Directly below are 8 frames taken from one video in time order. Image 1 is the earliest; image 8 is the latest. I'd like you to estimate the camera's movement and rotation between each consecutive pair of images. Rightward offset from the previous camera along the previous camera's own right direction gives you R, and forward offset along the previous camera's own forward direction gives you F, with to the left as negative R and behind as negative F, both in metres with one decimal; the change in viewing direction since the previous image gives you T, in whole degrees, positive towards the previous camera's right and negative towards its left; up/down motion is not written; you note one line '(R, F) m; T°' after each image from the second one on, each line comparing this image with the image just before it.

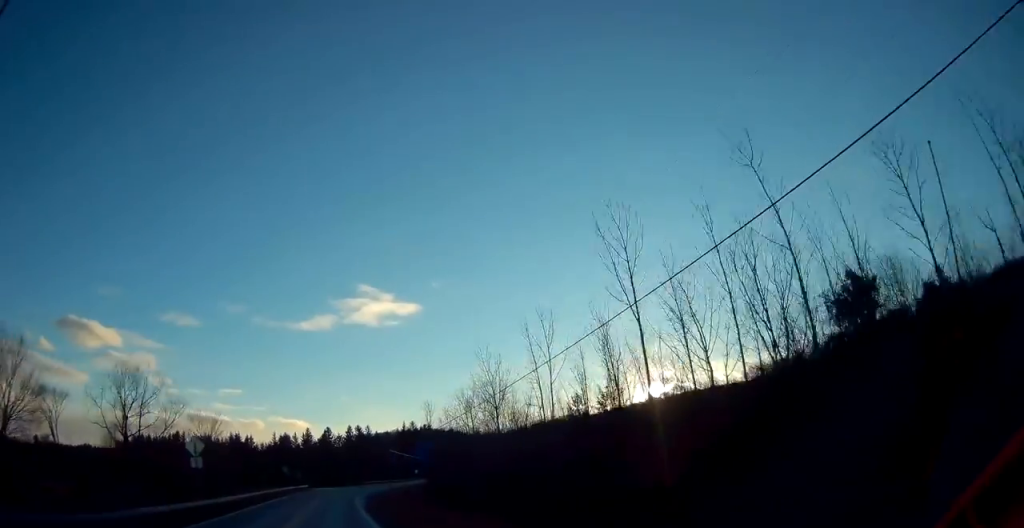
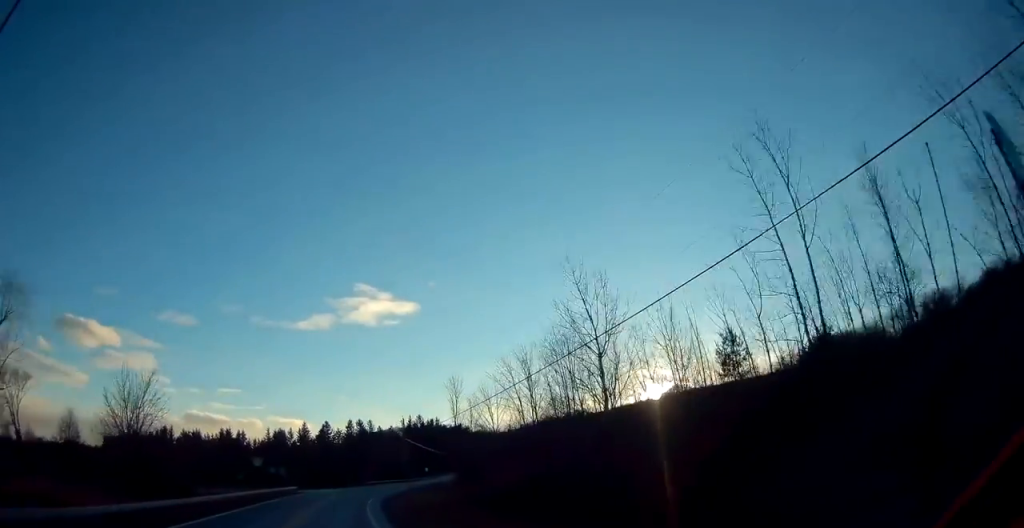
(+0.1, +21.9) m; 0°
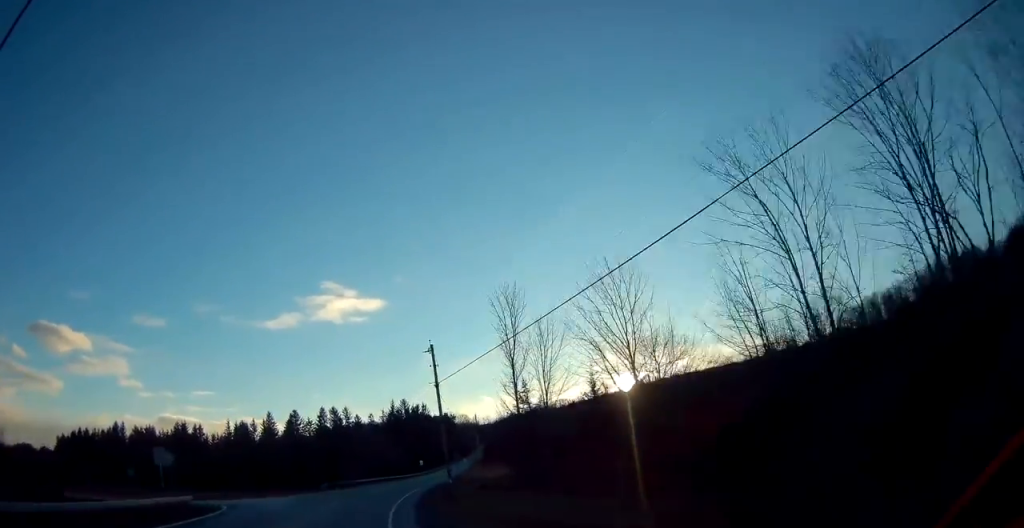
(+0.6, +35.2) m; 0°
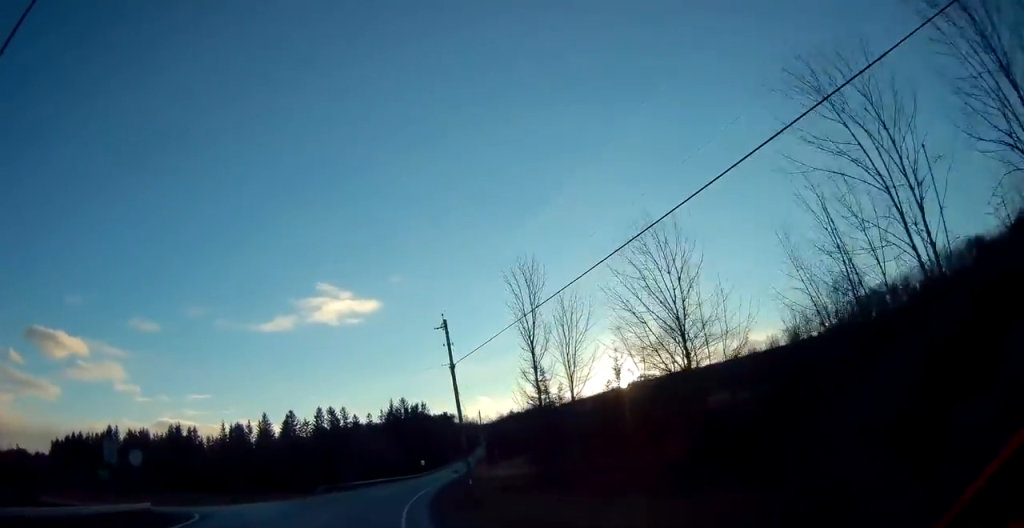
(0.0, +5.3) m; -1°
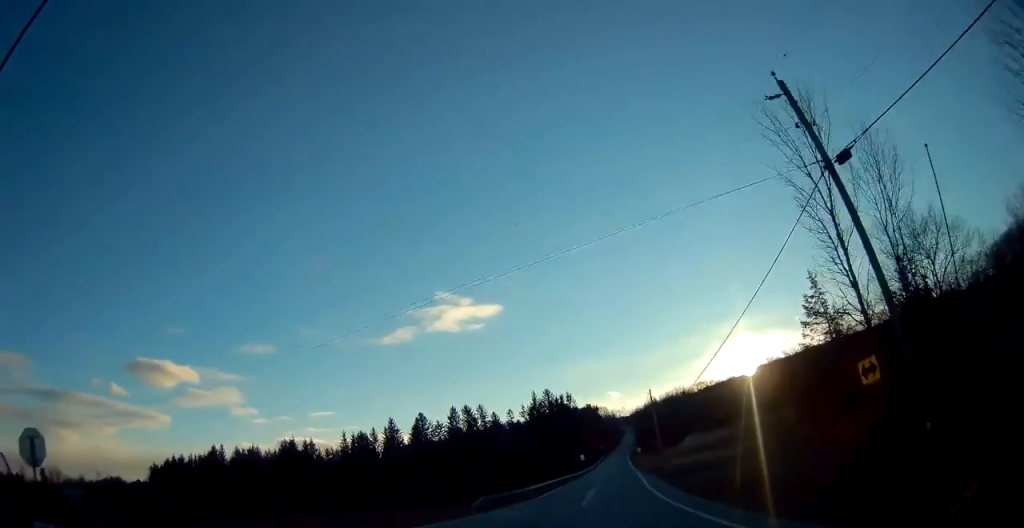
(-1.7, +17.9) m; -15°
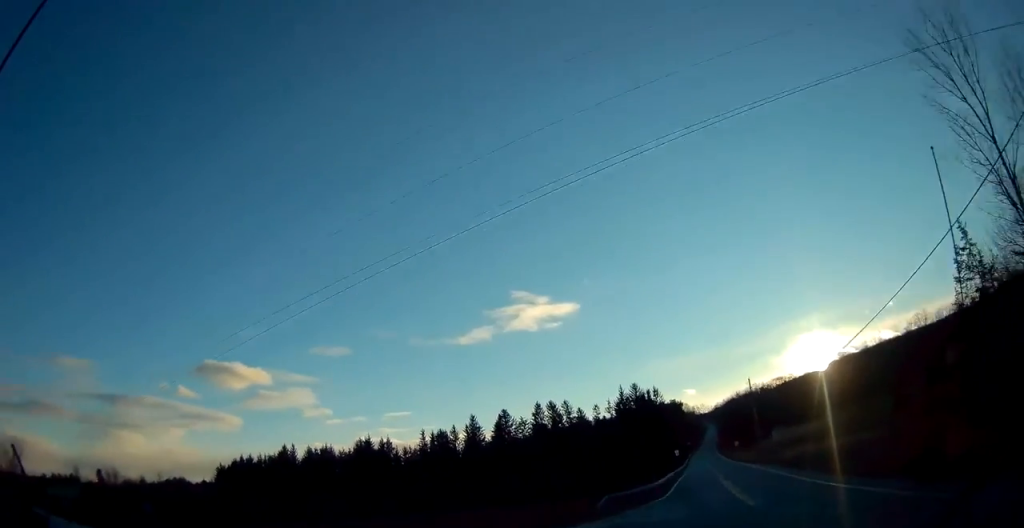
(0.0, +6.4) m; -8°
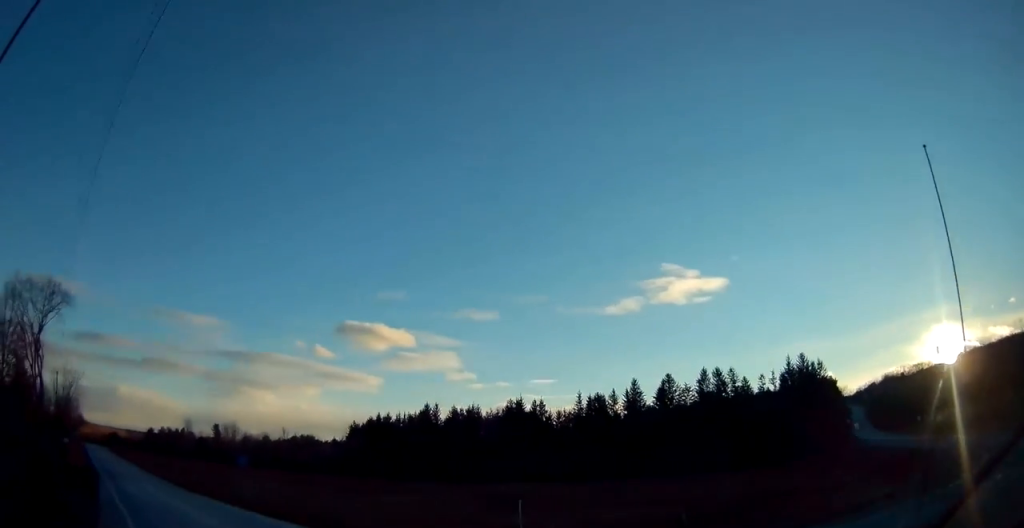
(-1.4, +11.3) m; -15°
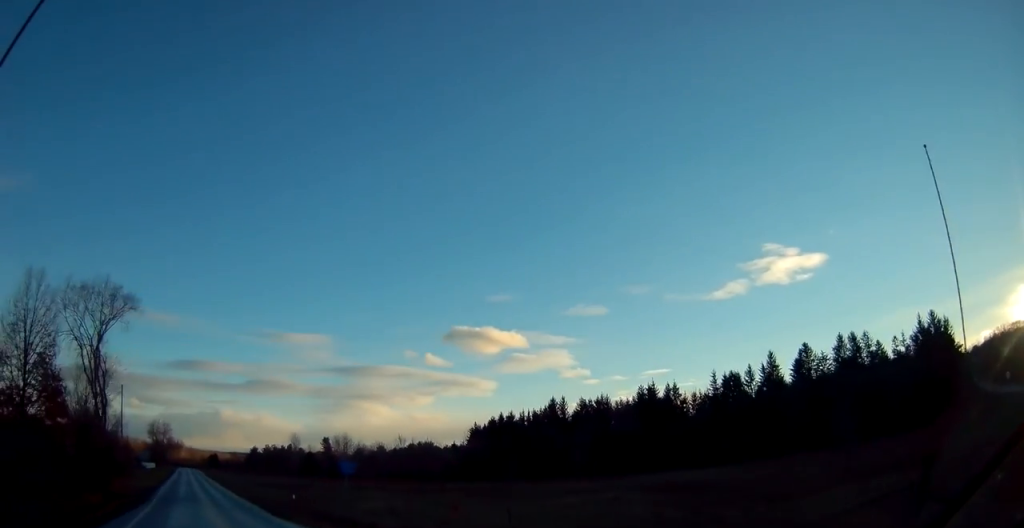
(-1.6, +12.1) m; -10°
